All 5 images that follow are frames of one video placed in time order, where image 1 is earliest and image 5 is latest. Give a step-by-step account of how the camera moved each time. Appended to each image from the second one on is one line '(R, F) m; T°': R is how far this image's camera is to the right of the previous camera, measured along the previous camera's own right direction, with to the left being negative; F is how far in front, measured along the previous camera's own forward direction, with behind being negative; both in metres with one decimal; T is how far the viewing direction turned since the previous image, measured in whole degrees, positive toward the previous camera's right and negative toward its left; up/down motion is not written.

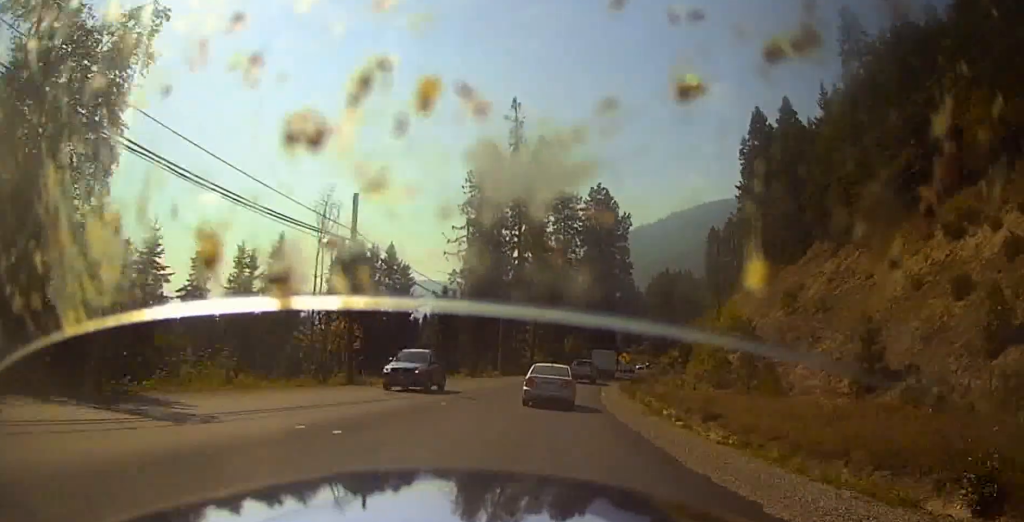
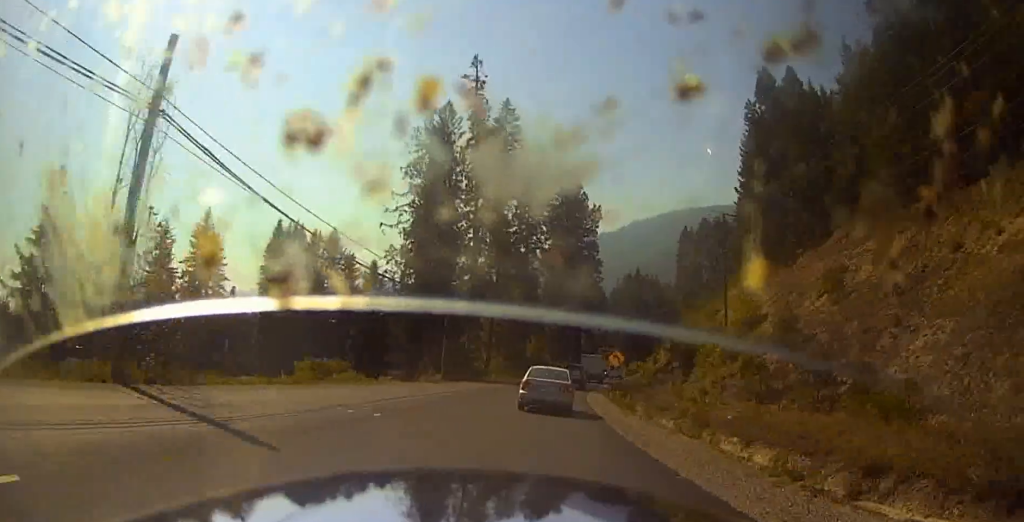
(+0.3, +15.3) m; +1°
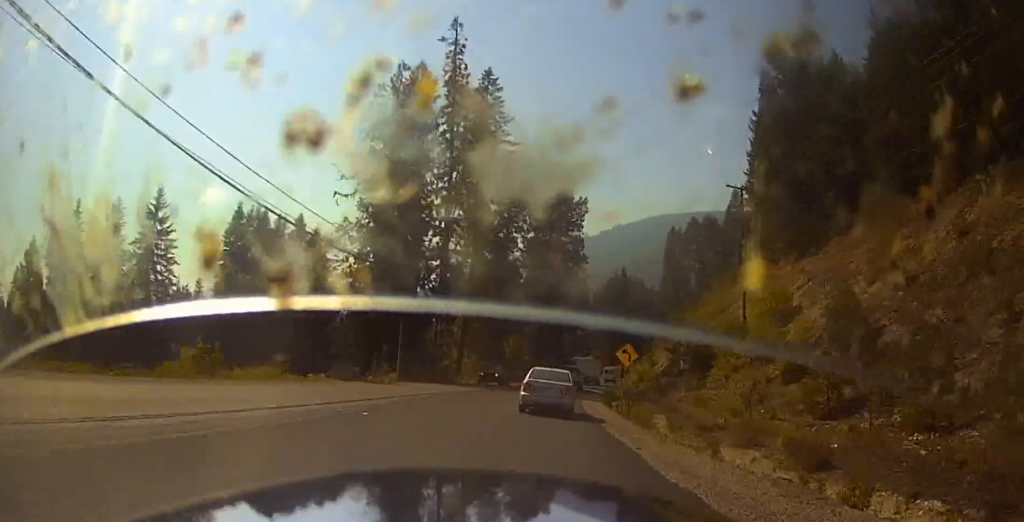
(0.0, +10.5) m; 0°
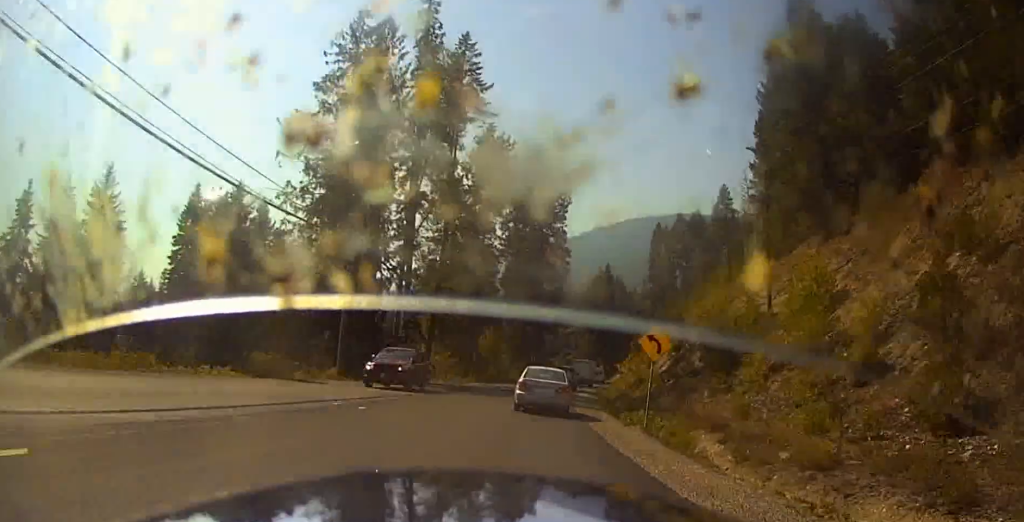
(+0.1, +8.6) m; +1°
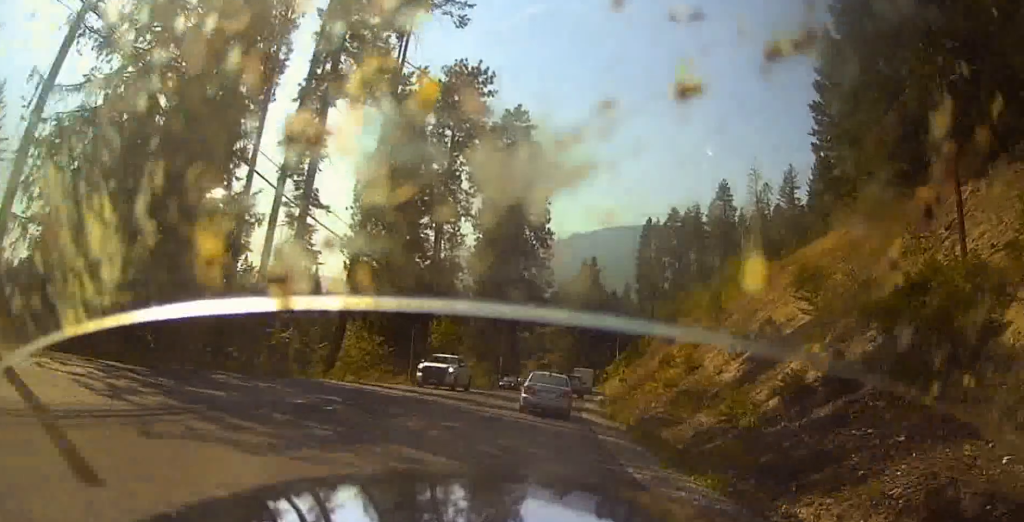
(+2.6, +22.2) m; +12°
